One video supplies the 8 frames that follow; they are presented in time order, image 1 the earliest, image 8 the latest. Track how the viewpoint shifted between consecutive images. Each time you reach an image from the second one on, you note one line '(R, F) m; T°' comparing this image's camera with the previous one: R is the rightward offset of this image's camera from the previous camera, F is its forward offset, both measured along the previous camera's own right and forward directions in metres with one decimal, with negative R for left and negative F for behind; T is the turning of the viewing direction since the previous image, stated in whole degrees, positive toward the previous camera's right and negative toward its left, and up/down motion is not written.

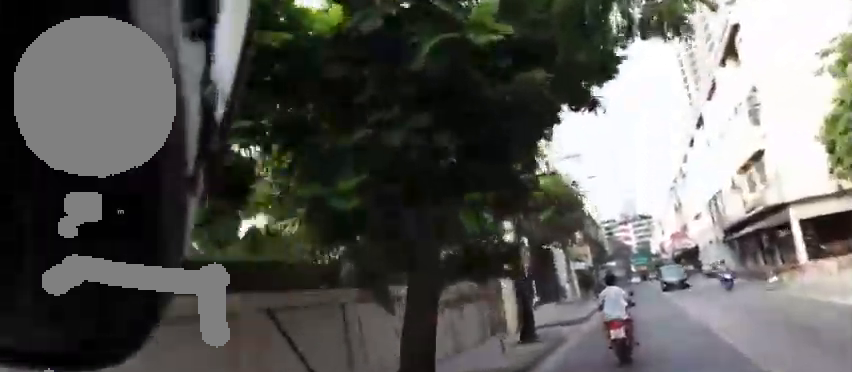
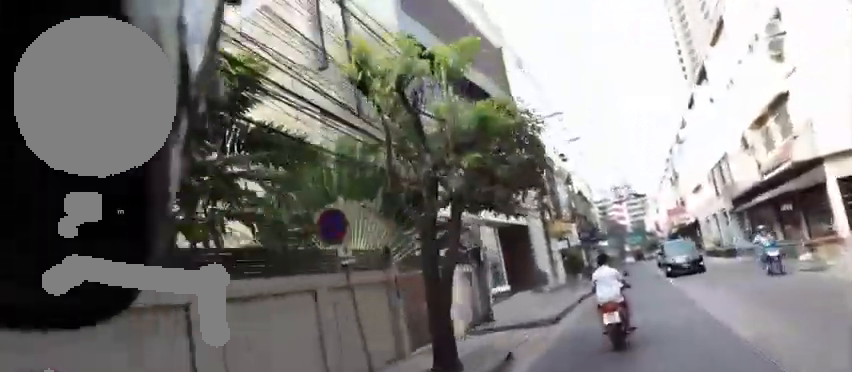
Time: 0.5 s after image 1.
(0.0, +6.8) m; 0°
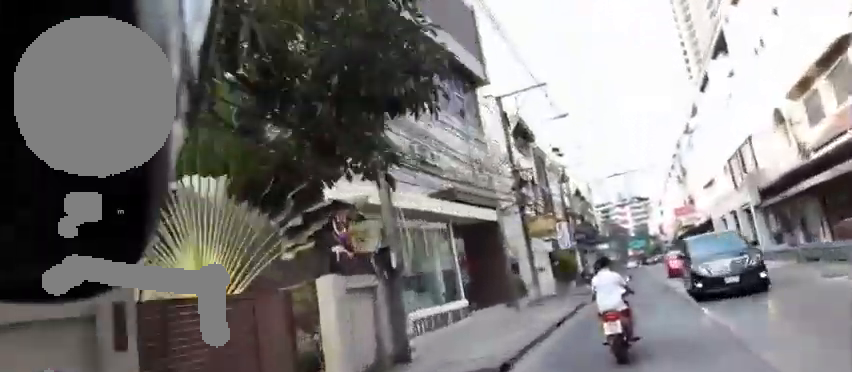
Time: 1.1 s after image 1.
(0.0, +7.5) m; 0°
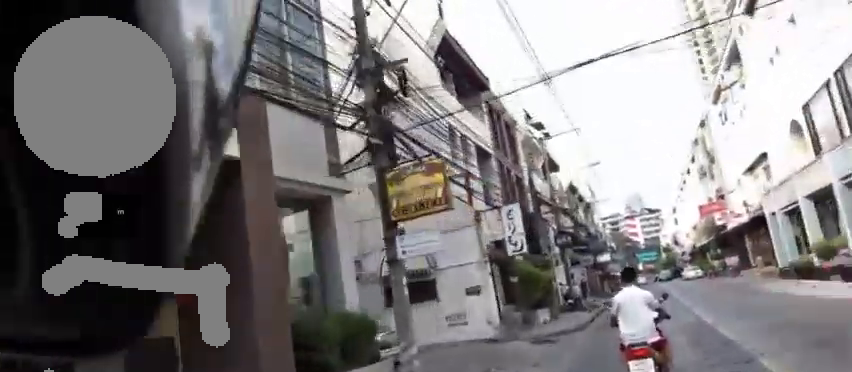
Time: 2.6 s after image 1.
(-0.8, +17.3) m; -9°
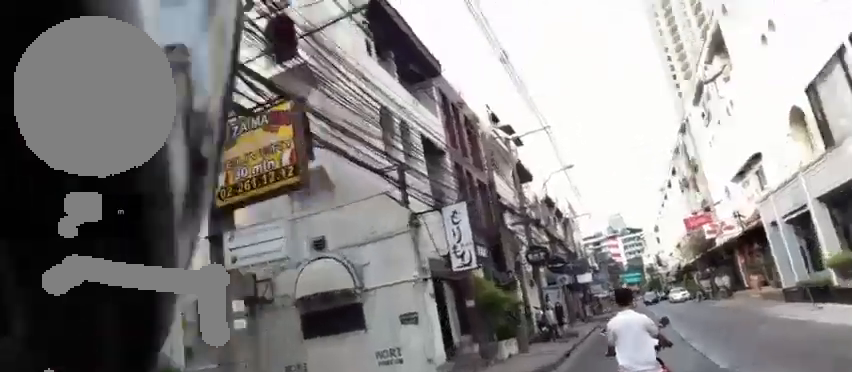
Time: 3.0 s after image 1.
(-0.4, +4.8) m; -3°
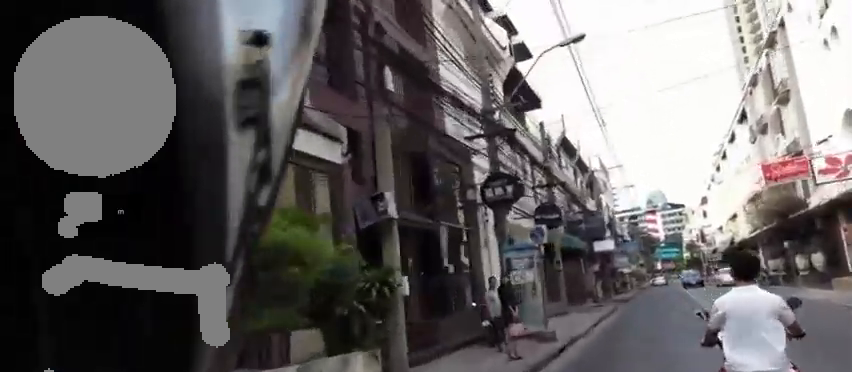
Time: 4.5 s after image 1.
(0.0, +14.7) m; +9°
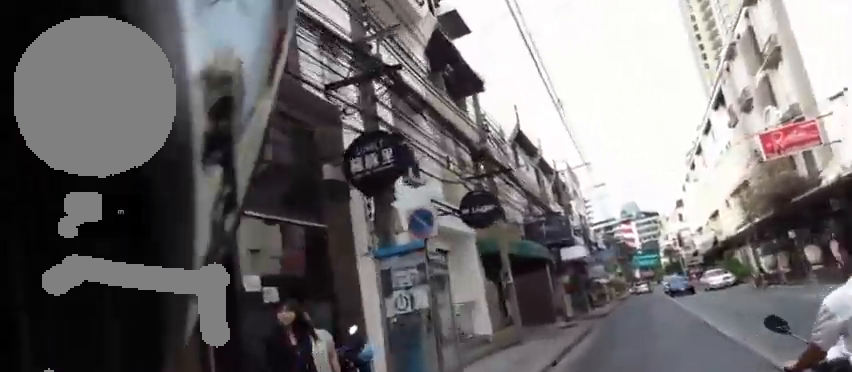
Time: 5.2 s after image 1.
(+0.9, +5.9) m; +9°
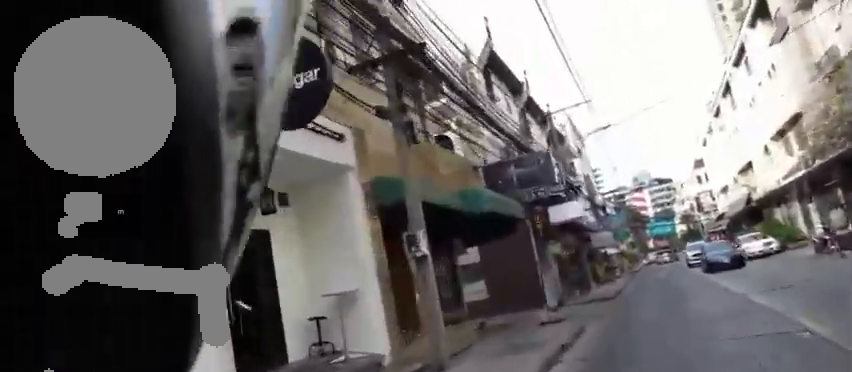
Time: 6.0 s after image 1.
(+0.4, +6.6) m; -4°
